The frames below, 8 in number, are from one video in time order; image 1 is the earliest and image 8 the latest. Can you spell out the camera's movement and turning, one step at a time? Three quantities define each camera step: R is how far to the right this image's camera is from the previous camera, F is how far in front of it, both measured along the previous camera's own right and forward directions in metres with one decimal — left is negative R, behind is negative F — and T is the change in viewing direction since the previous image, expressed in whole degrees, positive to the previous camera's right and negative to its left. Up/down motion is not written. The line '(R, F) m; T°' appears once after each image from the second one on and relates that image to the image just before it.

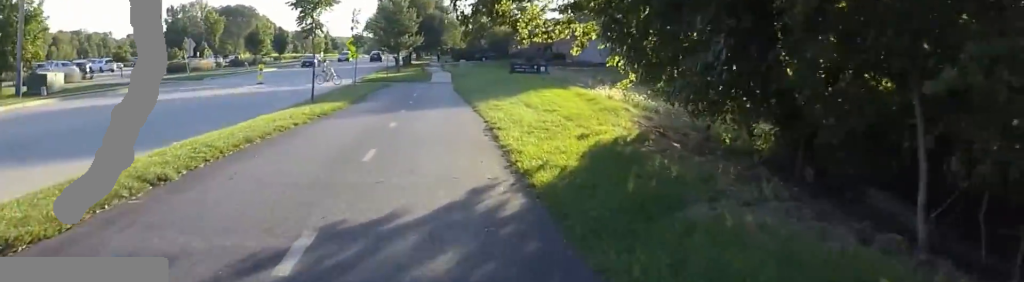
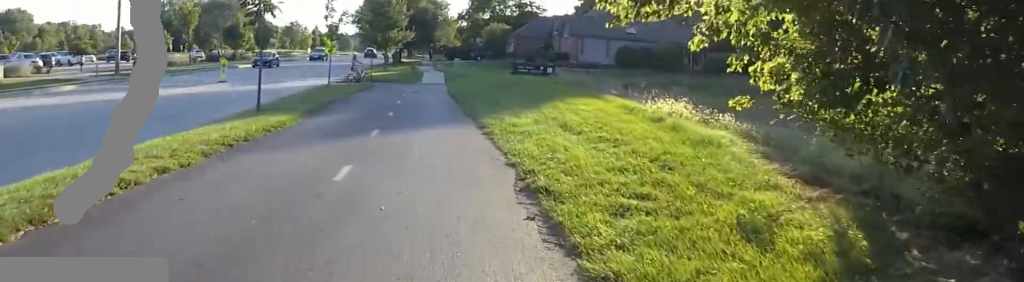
(-0.3, +5.4) m; -3°
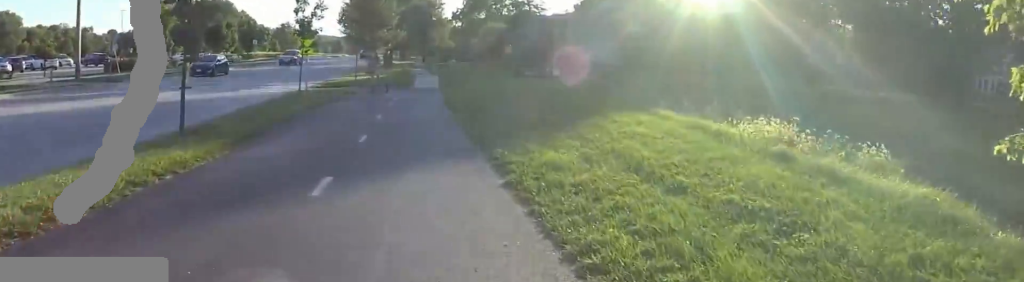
(0.0, +4.3) m; 0°
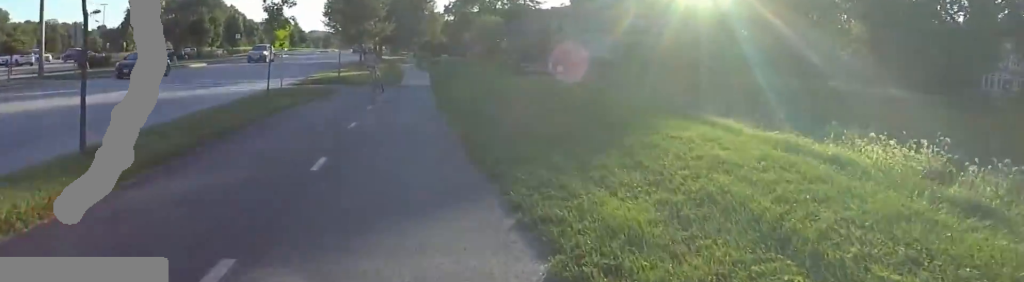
(0.0, +2.9) m; 0°
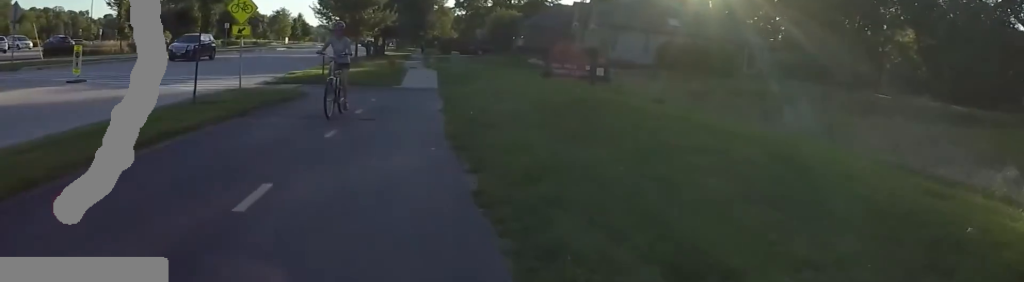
(0.0, +6.2) m; 0°
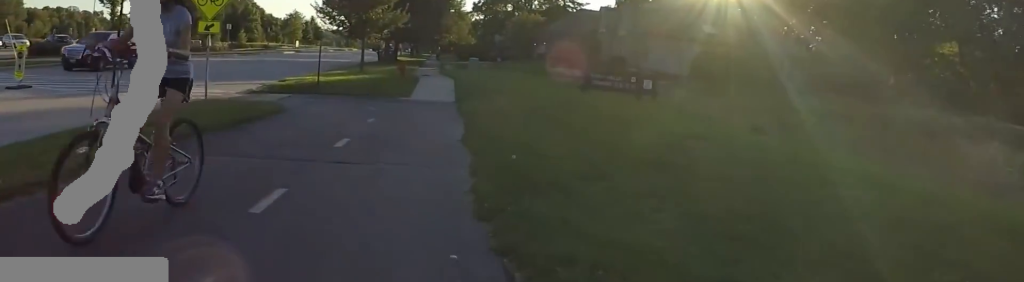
(0.0, +4.0) m; +5°
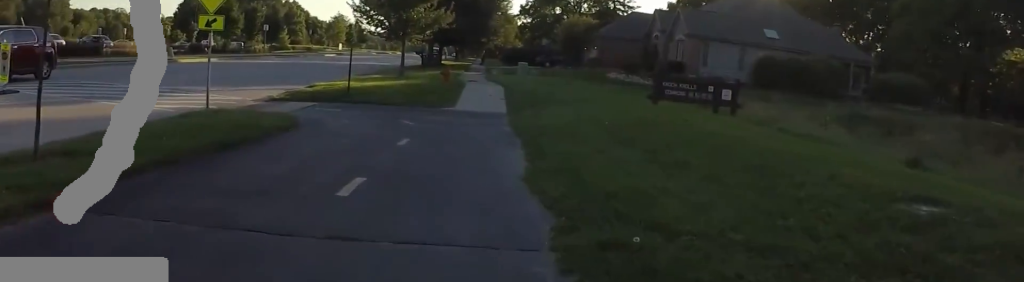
(0.0, +2.8) m; +4°
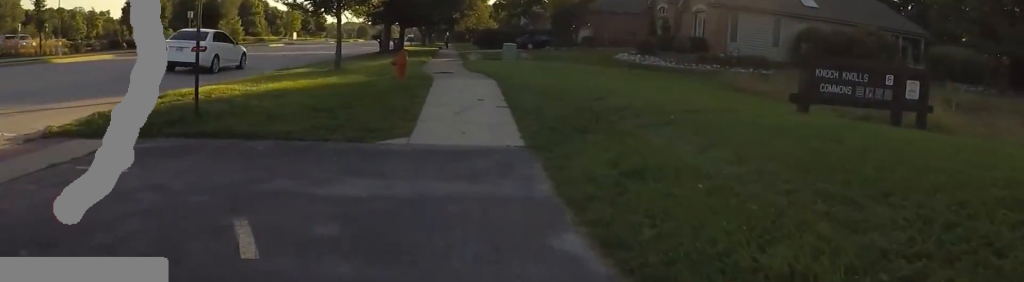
(-0.6, +8.6) m; -25°
